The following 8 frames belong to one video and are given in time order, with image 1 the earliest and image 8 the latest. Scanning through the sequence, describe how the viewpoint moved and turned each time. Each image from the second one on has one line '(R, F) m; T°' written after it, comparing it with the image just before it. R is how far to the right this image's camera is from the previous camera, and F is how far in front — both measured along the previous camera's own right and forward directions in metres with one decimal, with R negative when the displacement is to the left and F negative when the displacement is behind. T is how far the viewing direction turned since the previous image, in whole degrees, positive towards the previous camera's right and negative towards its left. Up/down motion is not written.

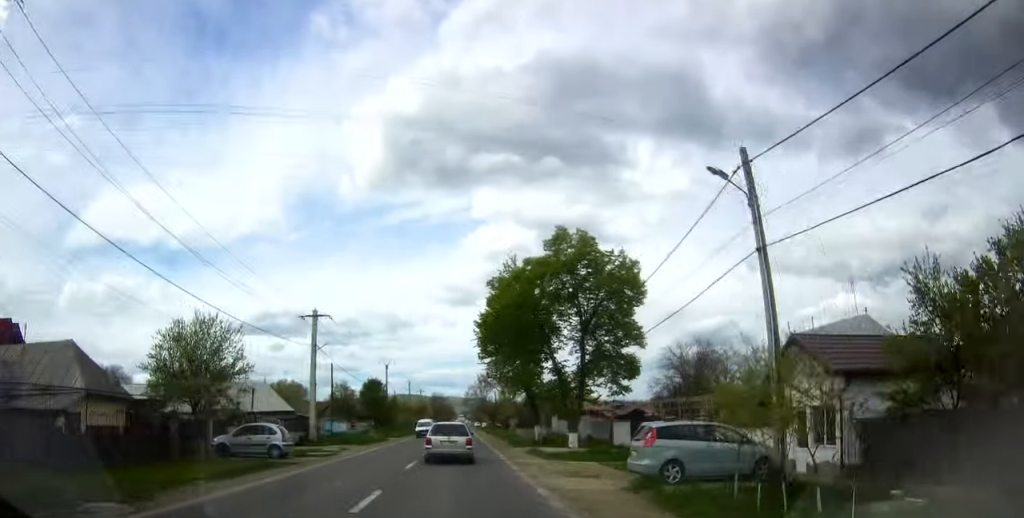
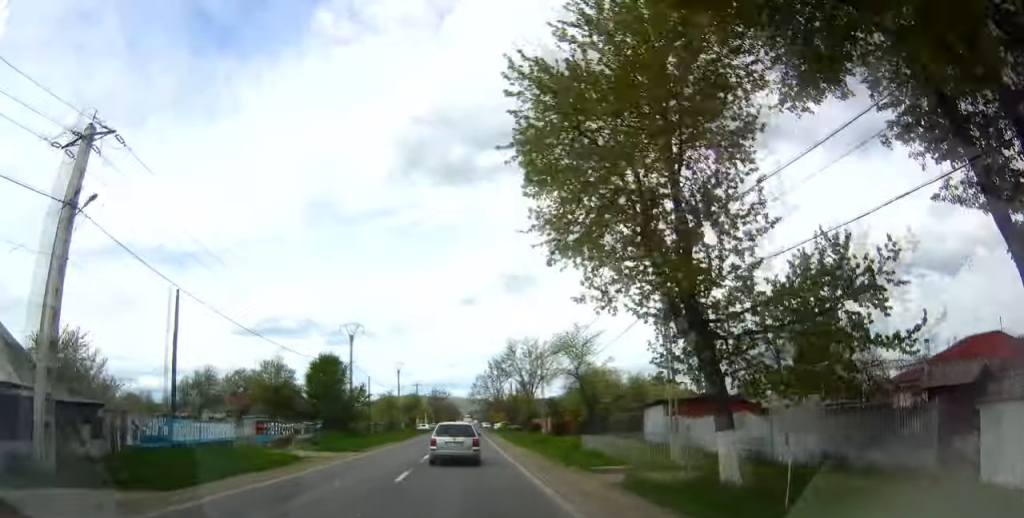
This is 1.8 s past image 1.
(0.0, +31.3) m; +1°
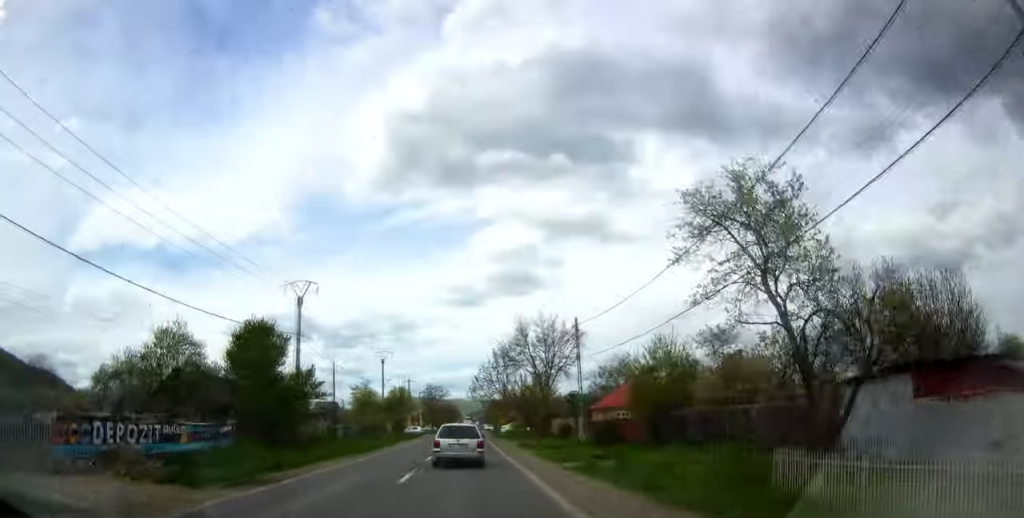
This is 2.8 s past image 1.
(+0.1, +18.4) m; 0°
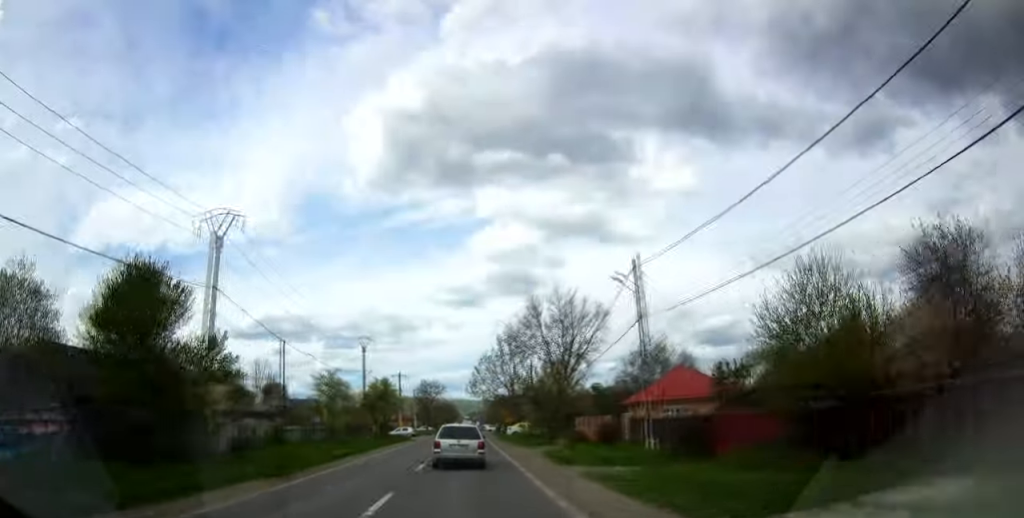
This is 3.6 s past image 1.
(-0.1, +14.0) m; 0°
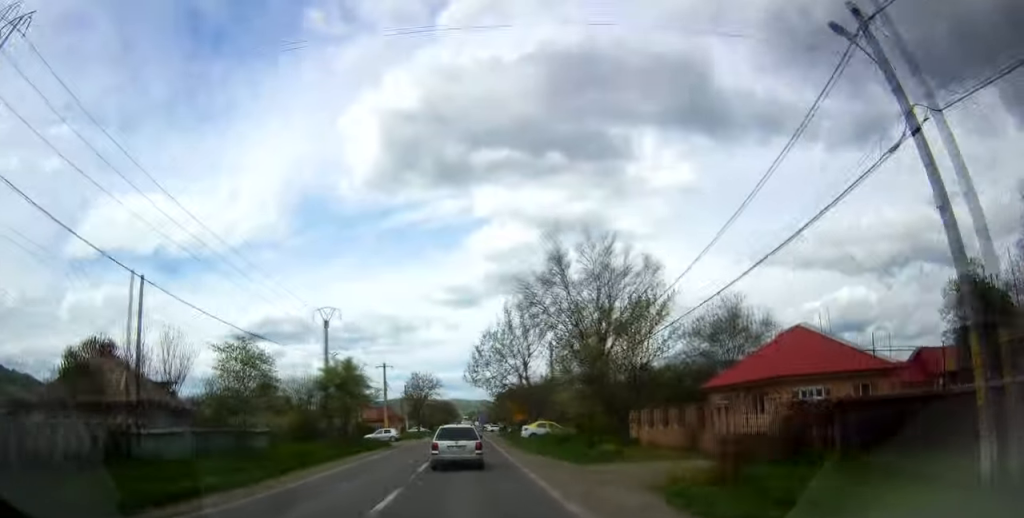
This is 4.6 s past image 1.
(+0.2, +17.3) m; +1°
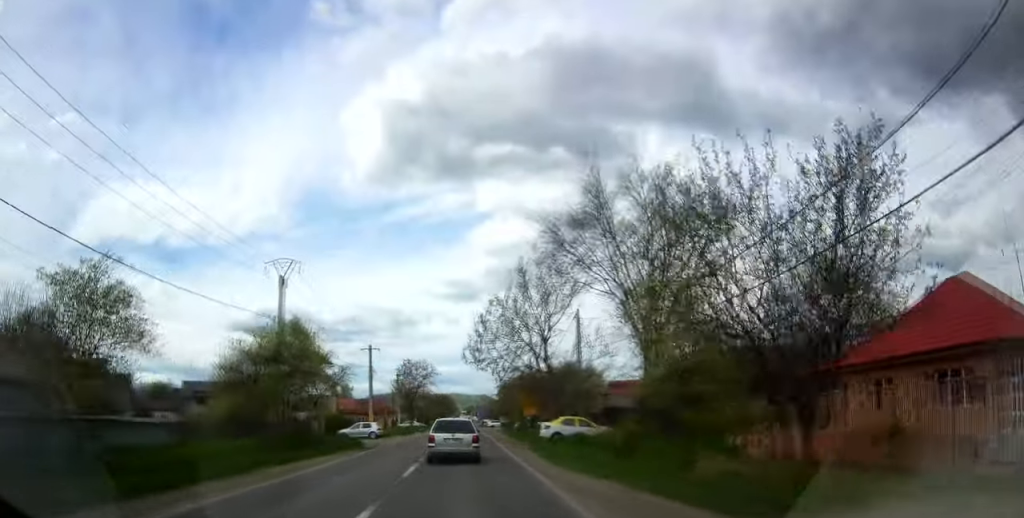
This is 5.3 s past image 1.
(+0.1, +12.4) m; +1°
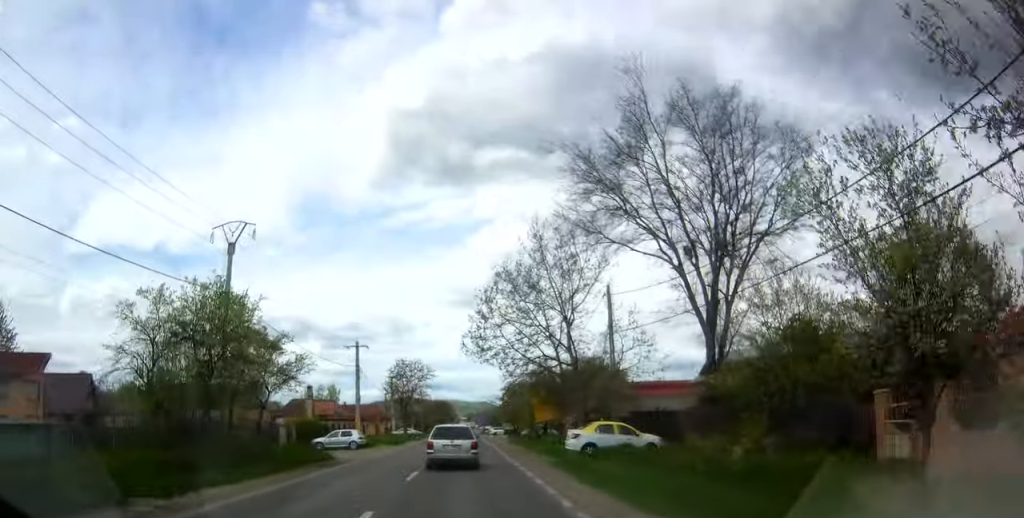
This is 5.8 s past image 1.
(+0.1, +8.9) m; 0°
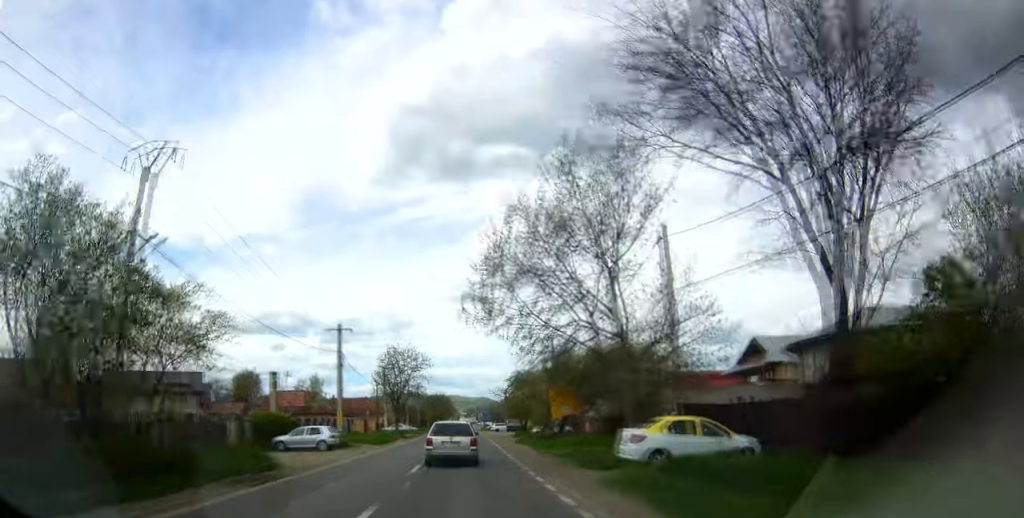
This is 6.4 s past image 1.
(+0.2, +8.9) m; 0°
